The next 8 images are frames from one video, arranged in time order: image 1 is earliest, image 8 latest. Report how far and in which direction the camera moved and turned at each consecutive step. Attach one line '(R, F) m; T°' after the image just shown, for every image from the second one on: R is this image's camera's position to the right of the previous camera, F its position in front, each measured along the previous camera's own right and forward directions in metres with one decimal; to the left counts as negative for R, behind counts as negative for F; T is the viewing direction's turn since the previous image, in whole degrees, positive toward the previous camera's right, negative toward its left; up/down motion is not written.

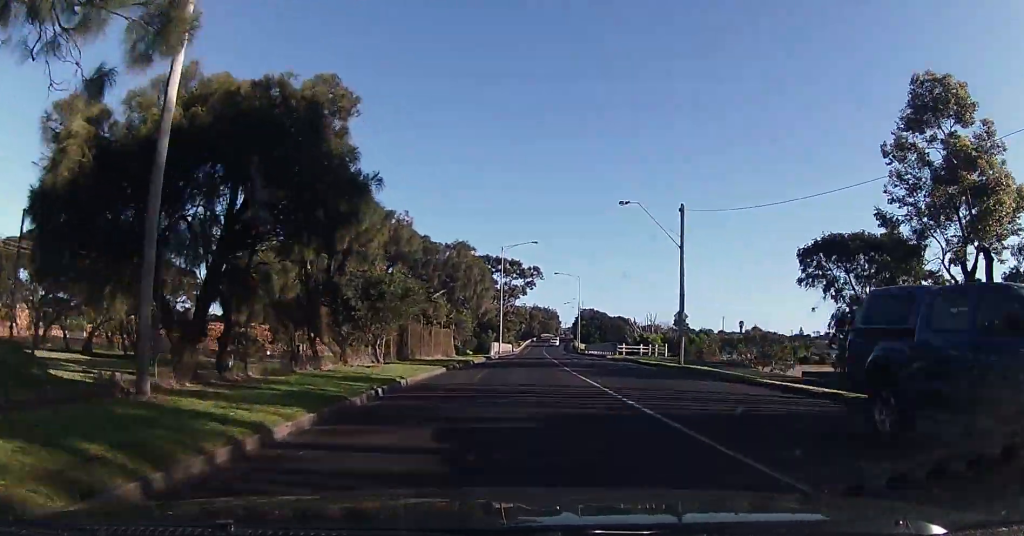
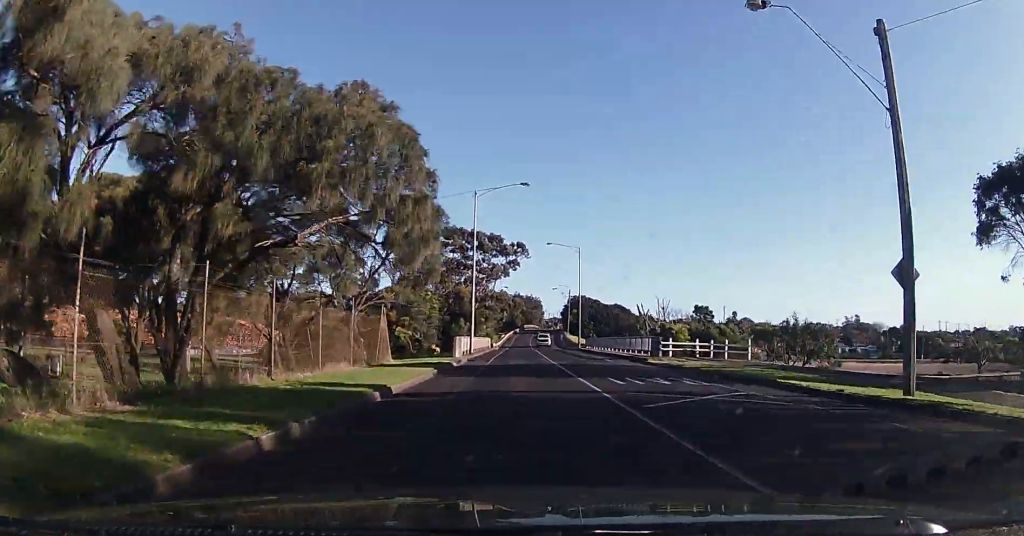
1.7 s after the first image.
(0.0, +22.5) m; 0°
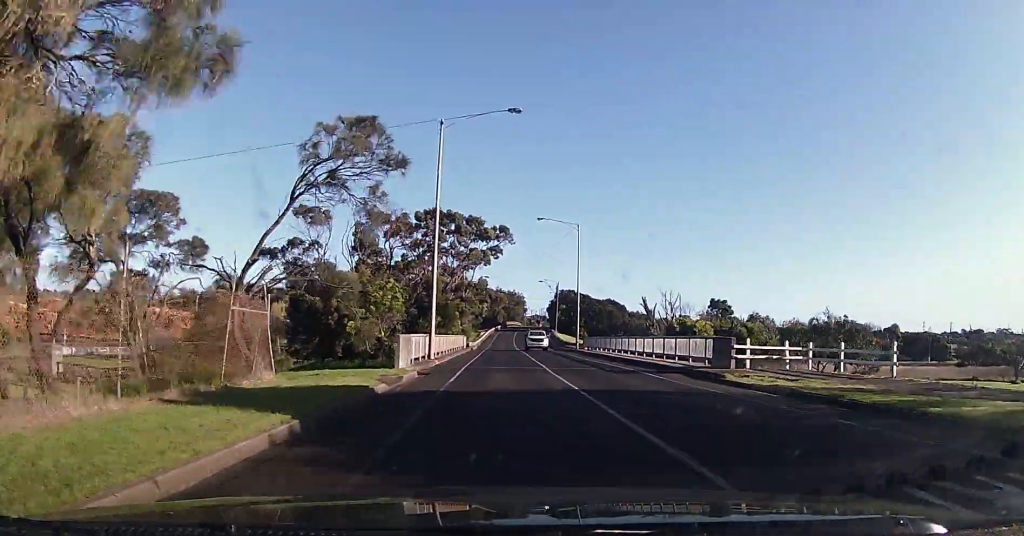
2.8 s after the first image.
(0.0, +14.3) m; +3°
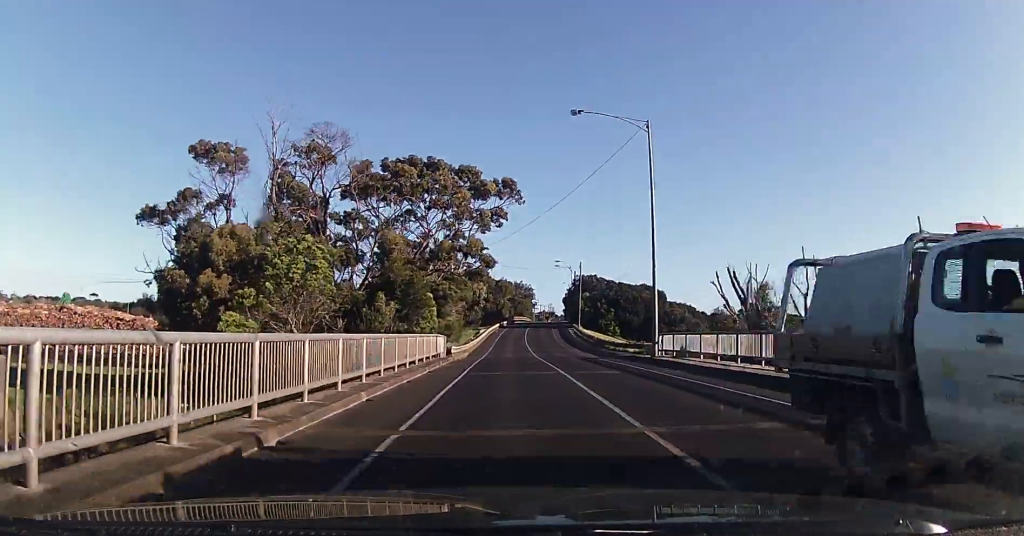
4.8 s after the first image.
(+0.4, +26.9) m; -2°
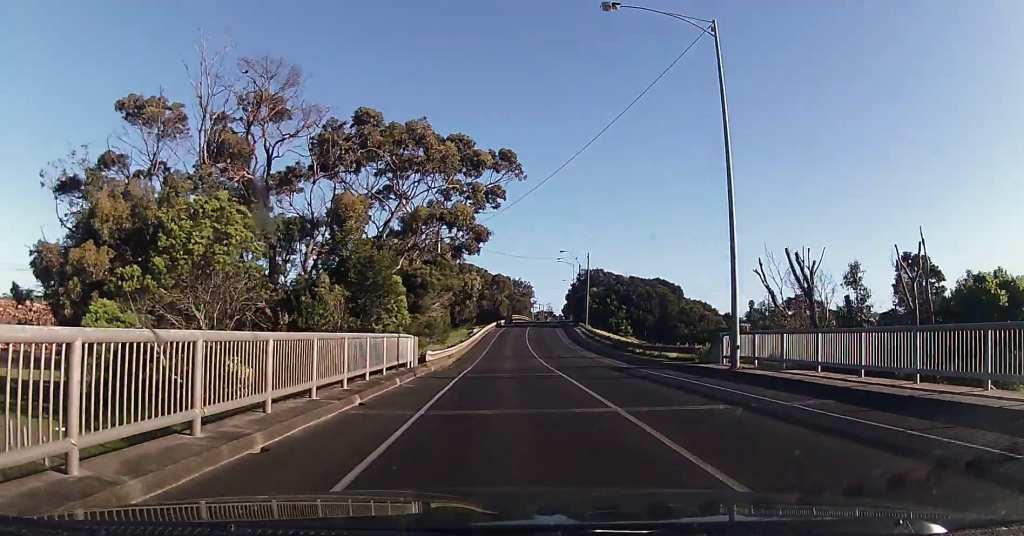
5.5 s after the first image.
(-0.2, +10.6) m; 0°
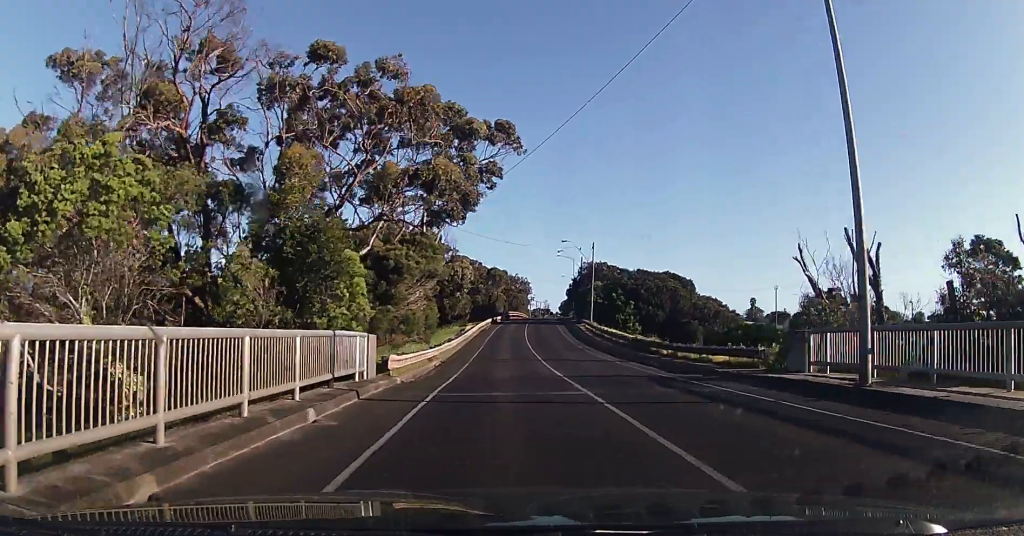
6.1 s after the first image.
(-0.1, +7.4) m; +1°
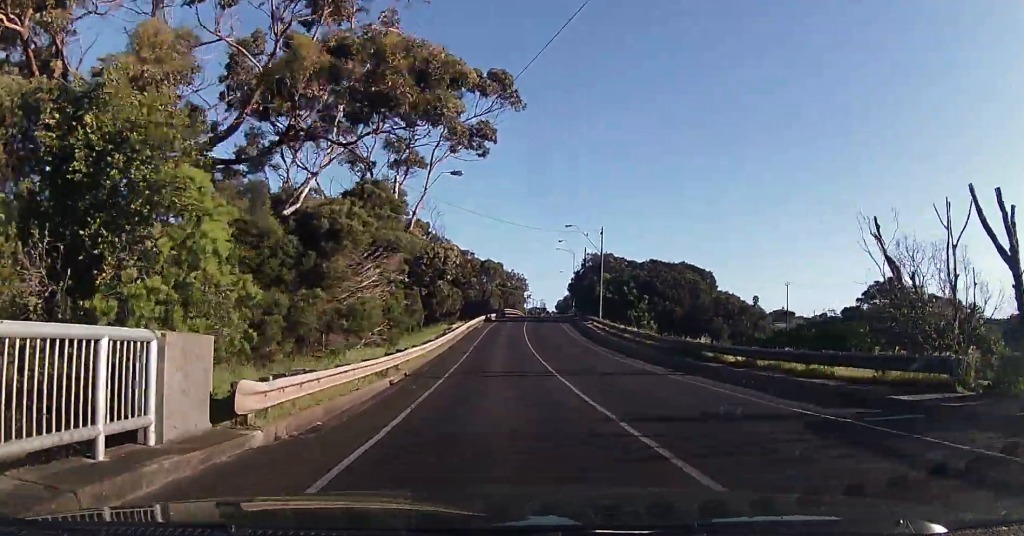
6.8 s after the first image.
(+0.3, +9.8) m; 0°
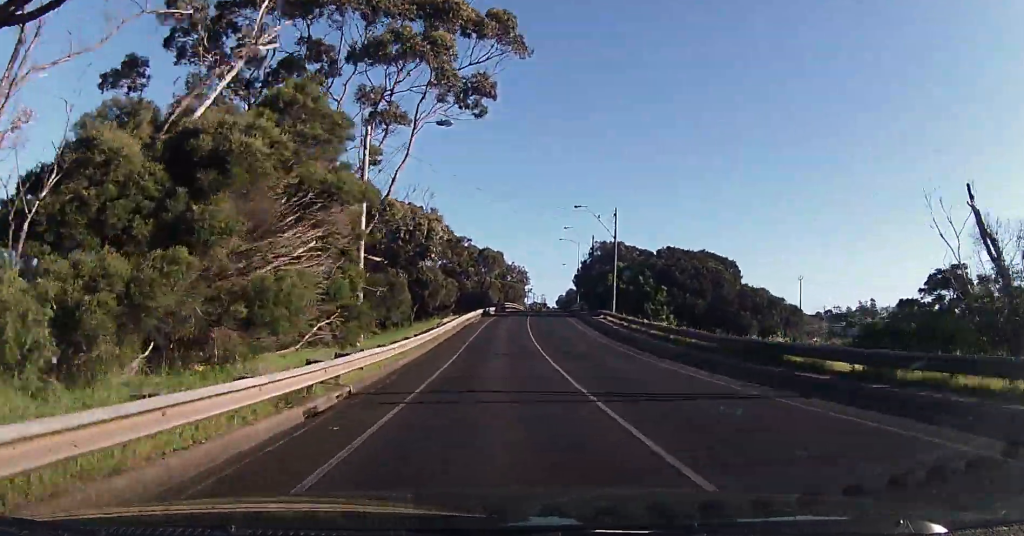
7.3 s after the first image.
(0.0, +7.5) m; 0°
